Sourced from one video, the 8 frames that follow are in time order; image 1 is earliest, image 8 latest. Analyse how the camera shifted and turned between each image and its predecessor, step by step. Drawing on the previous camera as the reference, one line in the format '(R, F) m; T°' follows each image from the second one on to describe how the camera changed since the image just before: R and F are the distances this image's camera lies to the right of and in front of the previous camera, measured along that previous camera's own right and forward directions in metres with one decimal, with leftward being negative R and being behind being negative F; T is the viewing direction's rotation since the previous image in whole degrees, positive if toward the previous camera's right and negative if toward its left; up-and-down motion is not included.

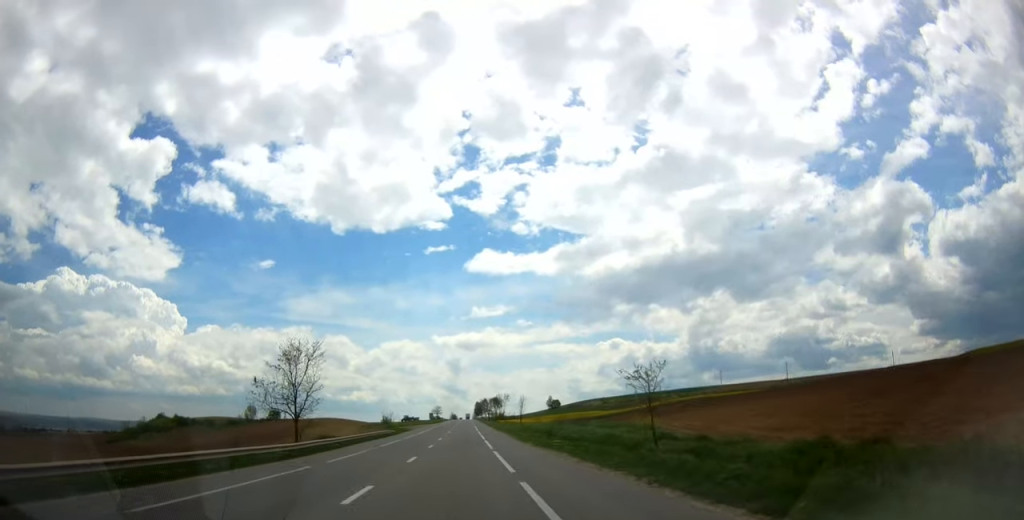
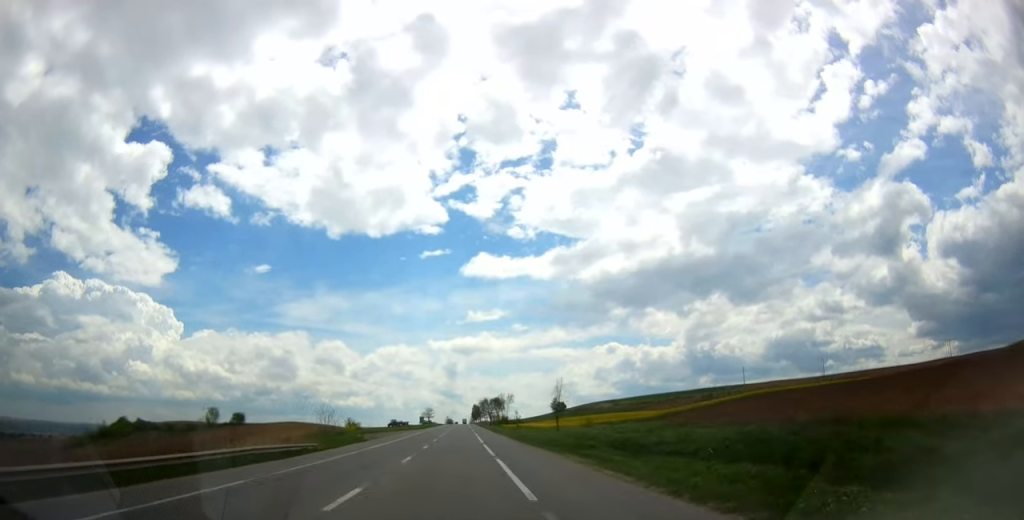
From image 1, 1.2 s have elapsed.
(0.0, +35.0) m; +1°
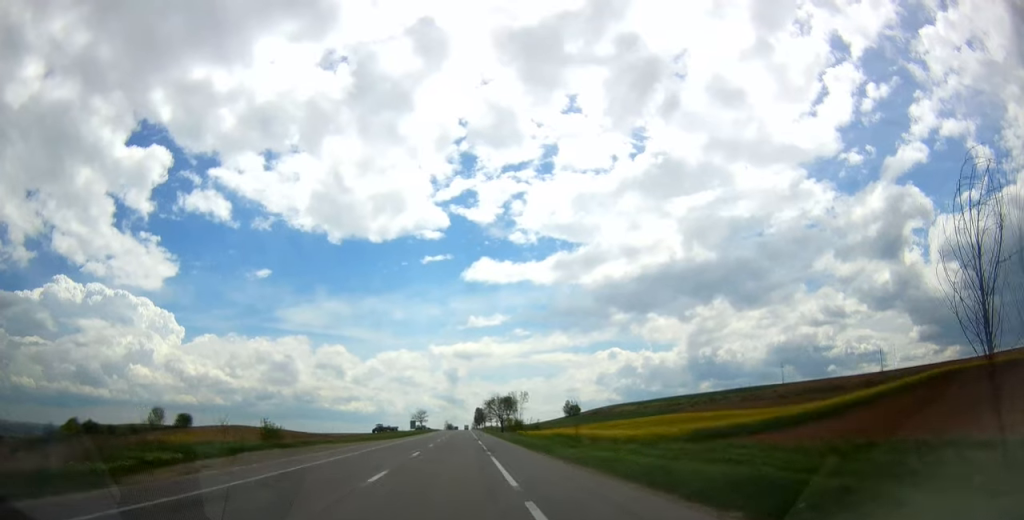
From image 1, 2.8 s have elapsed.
(+0.1, +42.3) m; 0°
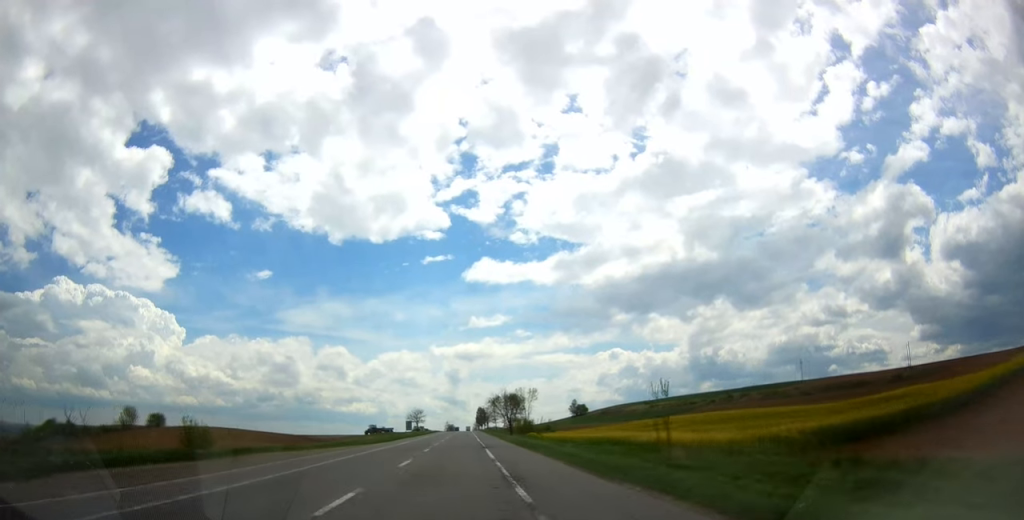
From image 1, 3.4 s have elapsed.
(-0.1, +16.7) m; 0°
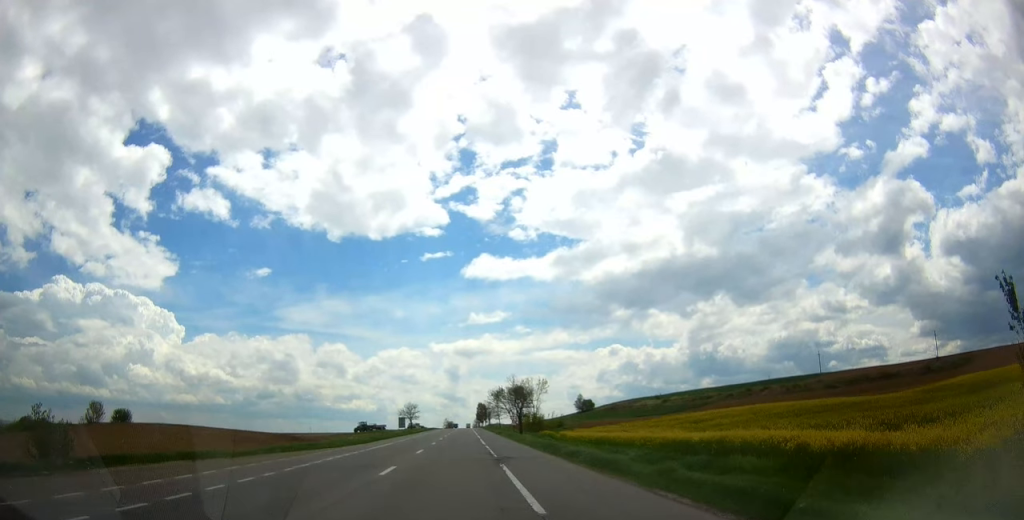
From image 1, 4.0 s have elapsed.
(+0.1, +16.7) m; +1°
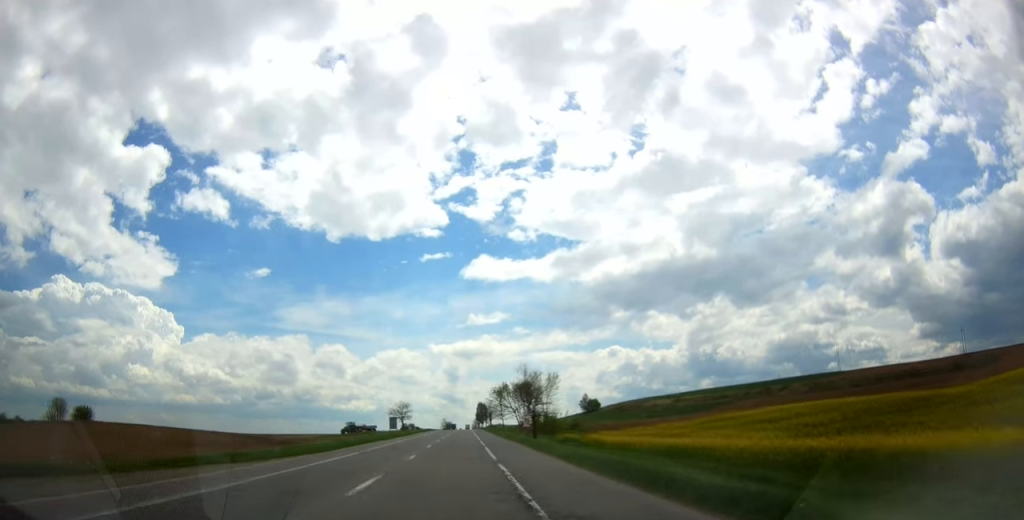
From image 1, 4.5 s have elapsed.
(+0.1, +15.6) m; 0°
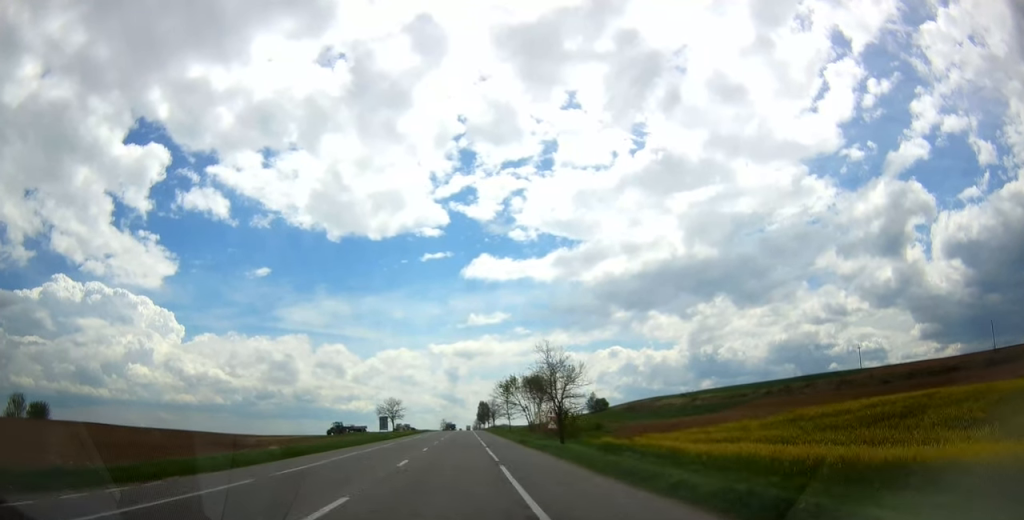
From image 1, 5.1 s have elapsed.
(+0.2, +15.6) m; 0°
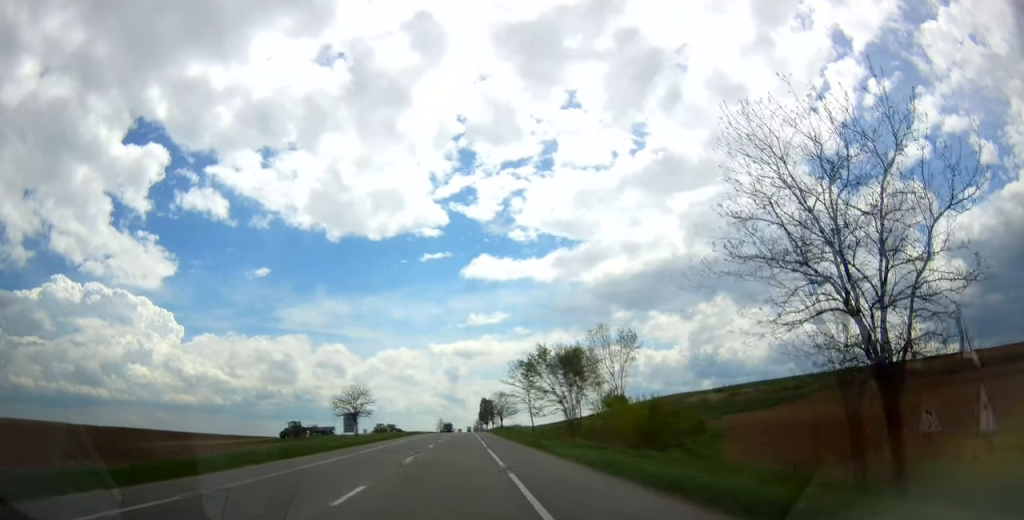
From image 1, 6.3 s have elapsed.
(-0.6, +33.4) m; -1°
